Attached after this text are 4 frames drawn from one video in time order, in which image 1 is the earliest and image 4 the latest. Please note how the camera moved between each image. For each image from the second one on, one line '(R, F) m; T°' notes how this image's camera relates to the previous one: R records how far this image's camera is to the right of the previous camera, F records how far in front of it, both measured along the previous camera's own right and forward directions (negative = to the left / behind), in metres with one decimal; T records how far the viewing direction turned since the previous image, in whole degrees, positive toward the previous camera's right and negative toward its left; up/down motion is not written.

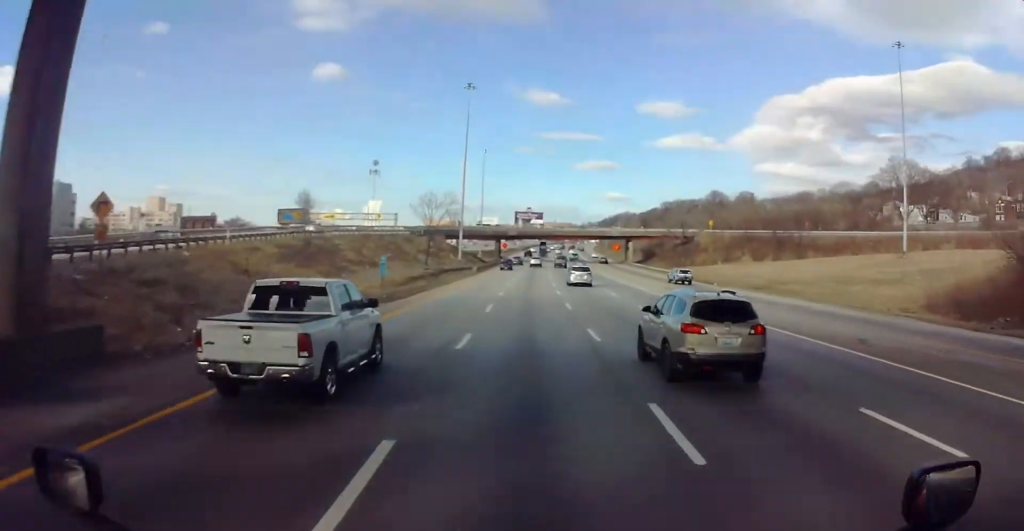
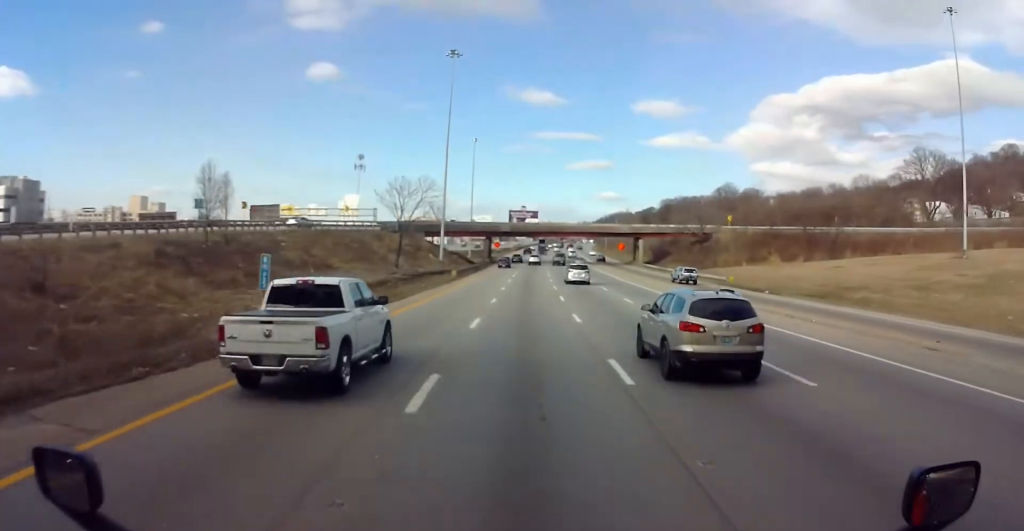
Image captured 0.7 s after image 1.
(+0.2, +19.1) m; +1°
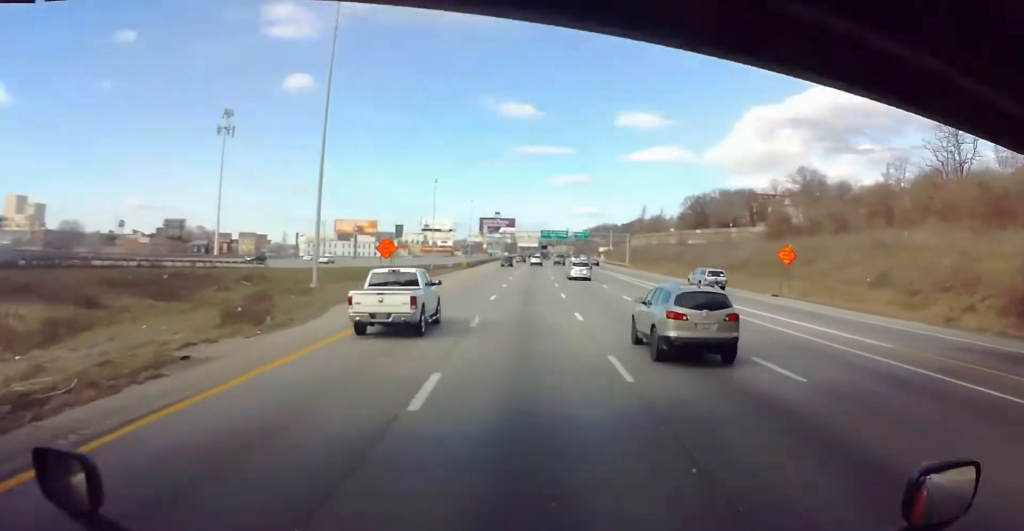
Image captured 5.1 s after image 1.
(-0.4, +122.1) m; +1°
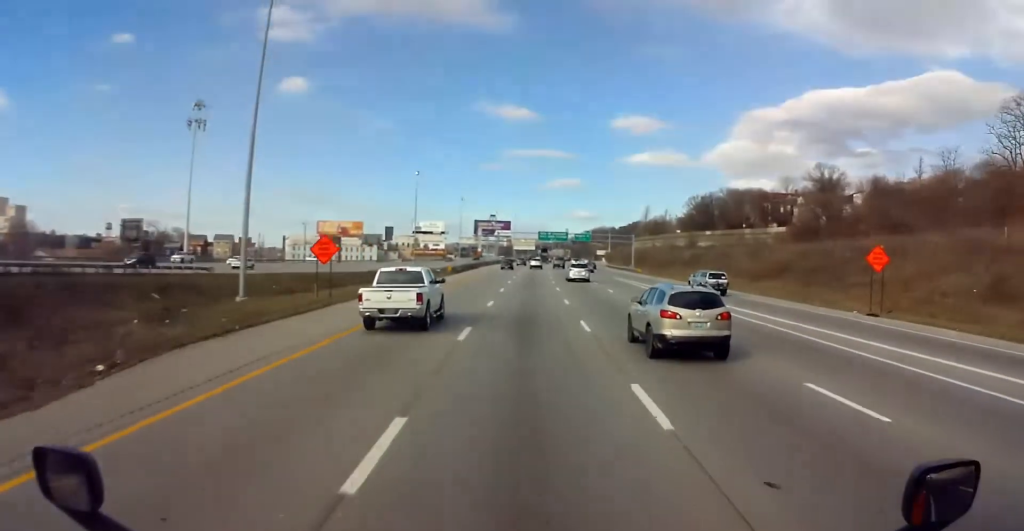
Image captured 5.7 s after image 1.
(+0.1, +15.9) m; +1°
